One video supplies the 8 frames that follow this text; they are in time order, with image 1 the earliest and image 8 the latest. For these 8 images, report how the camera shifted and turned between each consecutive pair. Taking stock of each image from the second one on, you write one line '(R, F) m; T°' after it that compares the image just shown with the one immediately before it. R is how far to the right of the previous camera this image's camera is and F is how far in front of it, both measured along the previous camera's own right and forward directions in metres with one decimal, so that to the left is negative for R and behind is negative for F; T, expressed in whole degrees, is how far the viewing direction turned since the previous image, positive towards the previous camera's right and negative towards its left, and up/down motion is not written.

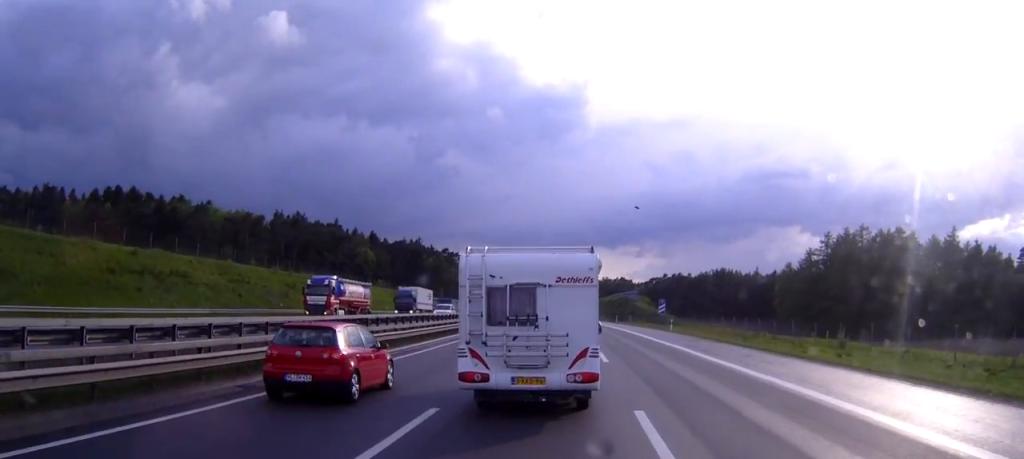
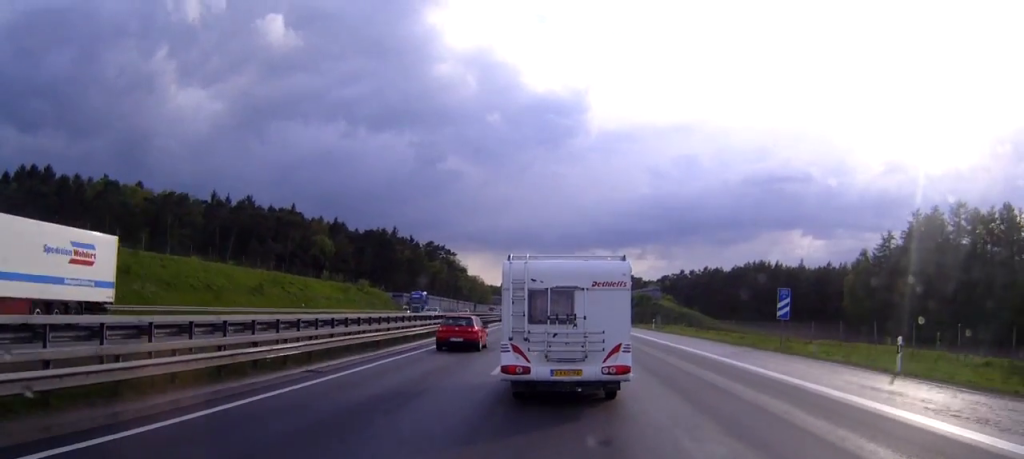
(-0.4, +41.8) m; -1°
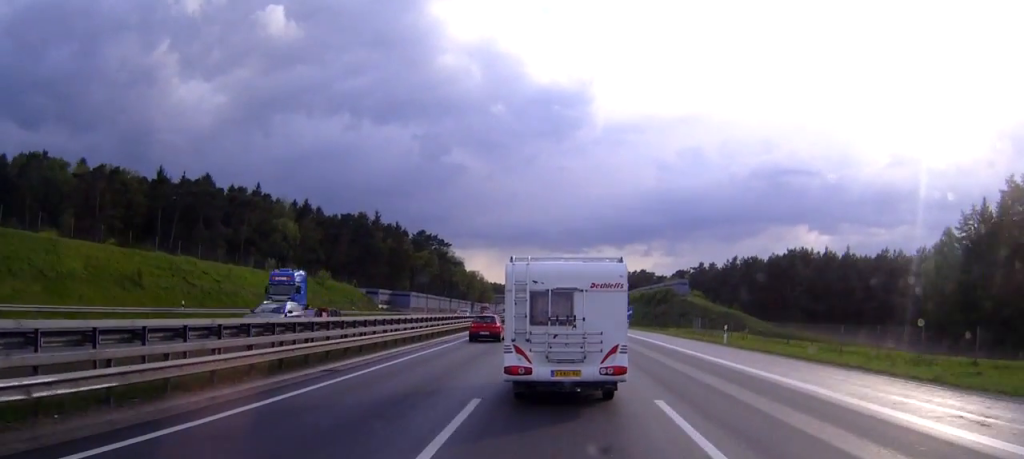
(0.0, +28.5) m; 0°
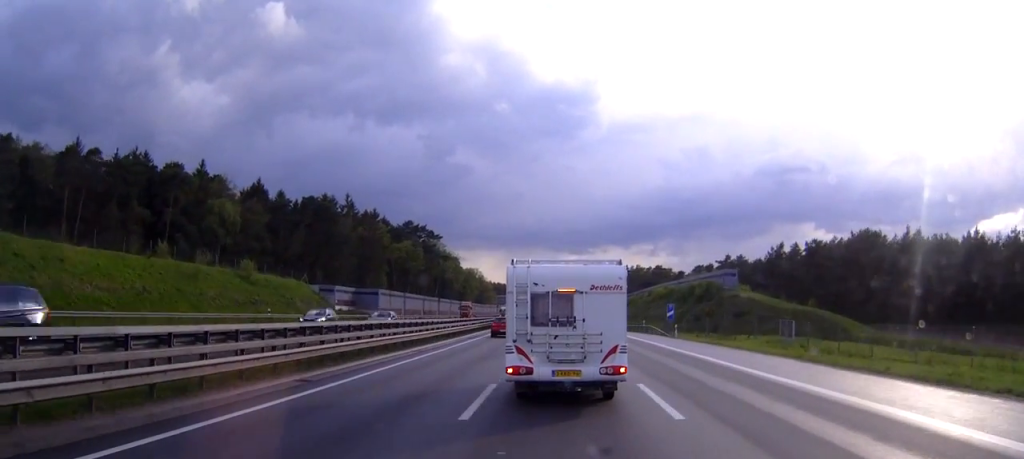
(-0.2, +32.4) m; 0°
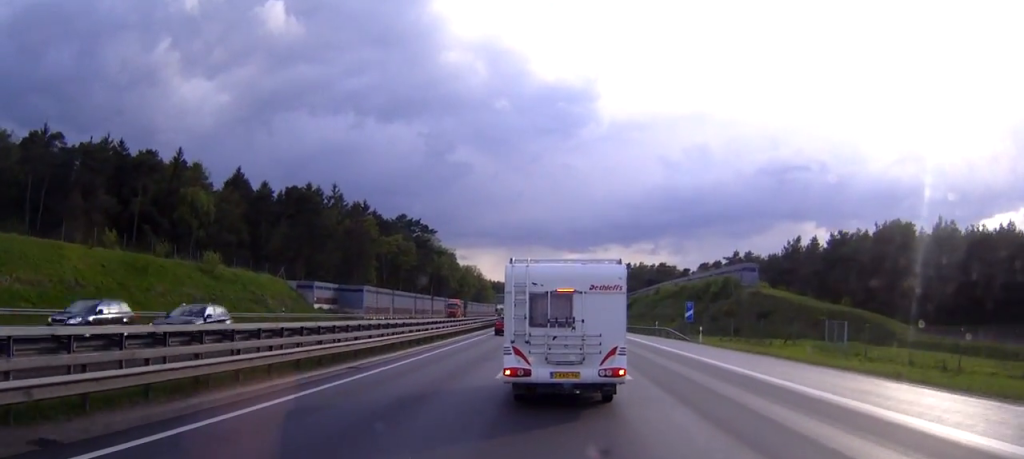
(0.0, +10.0) m; 0°
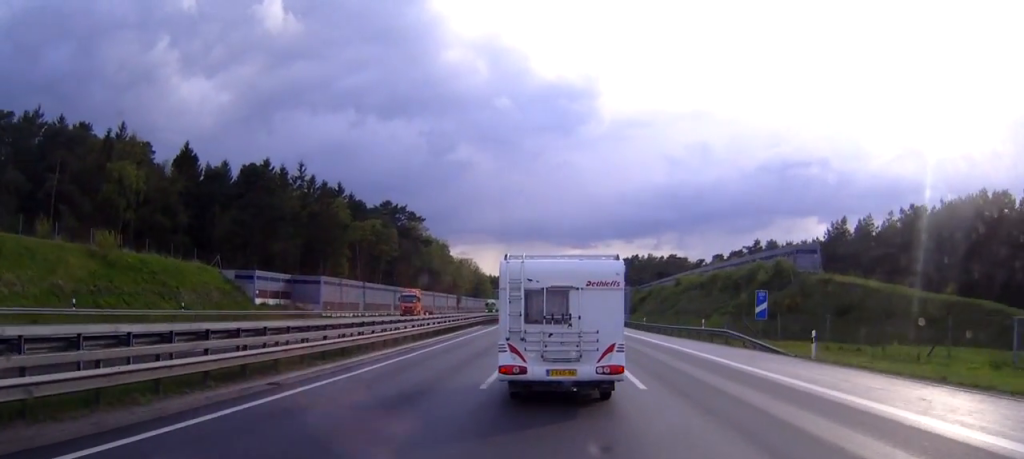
(0.0, +21.4) m; 0°
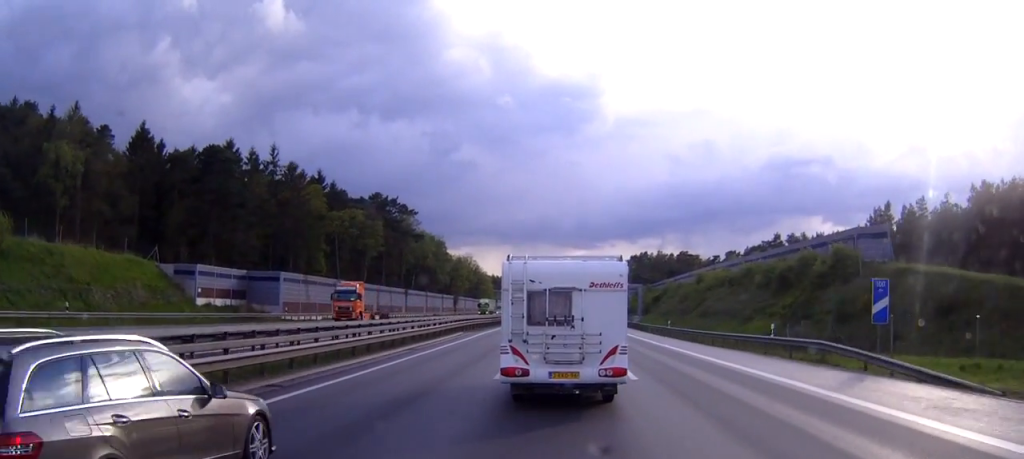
(0.0, +15.2) m; 0°
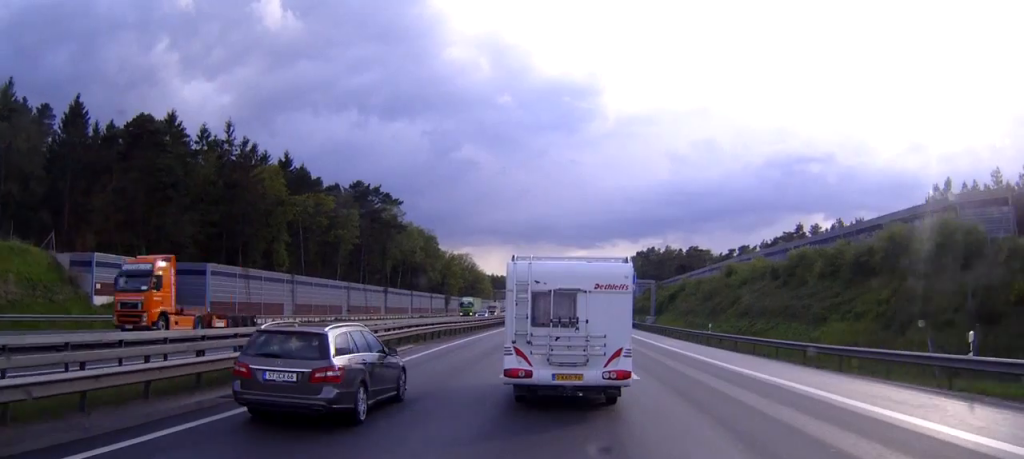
(0.0, +17.3) m; 0°
